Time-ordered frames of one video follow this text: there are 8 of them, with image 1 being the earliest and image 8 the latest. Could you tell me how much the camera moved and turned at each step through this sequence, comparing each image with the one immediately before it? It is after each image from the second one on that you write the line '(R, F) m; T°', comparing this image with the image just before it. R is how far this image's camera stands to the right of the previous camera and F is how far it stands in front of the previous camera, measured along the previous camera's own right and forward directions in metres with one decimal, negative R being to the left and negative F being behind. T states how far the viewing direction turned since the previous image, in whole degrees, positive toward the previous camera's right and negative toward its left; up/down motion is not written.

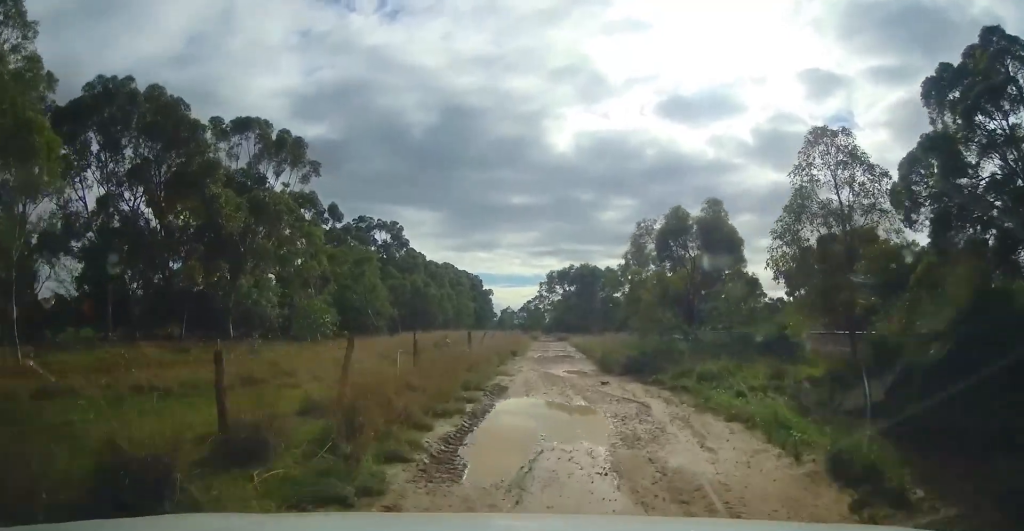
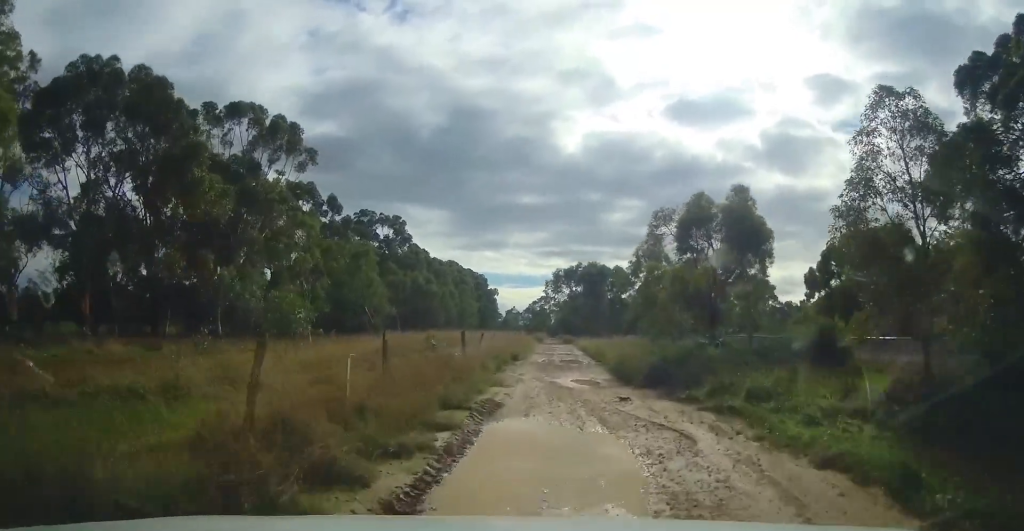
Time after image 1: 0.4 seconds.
(+0.2, +2.9) m; 0°
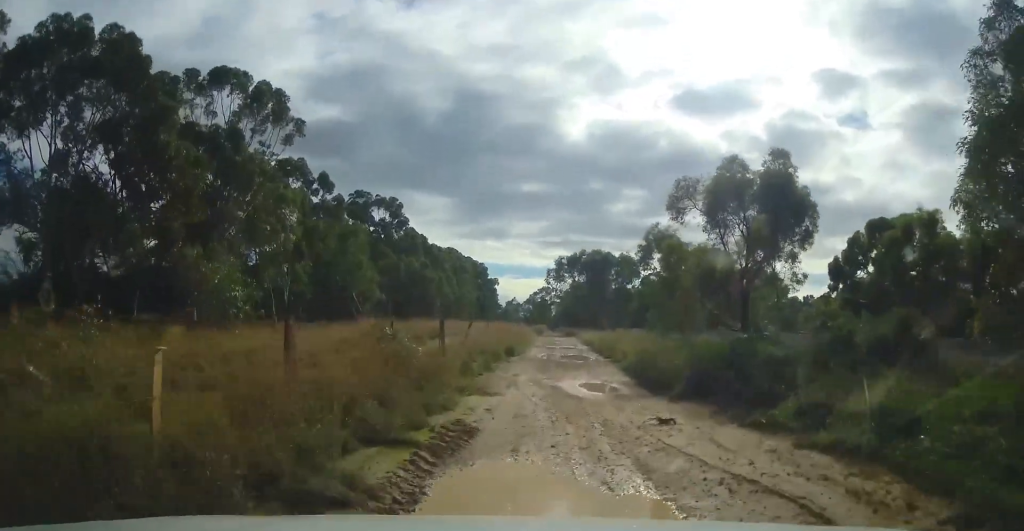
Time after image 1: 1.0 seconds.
(+0.1, +4.1) m; 0°
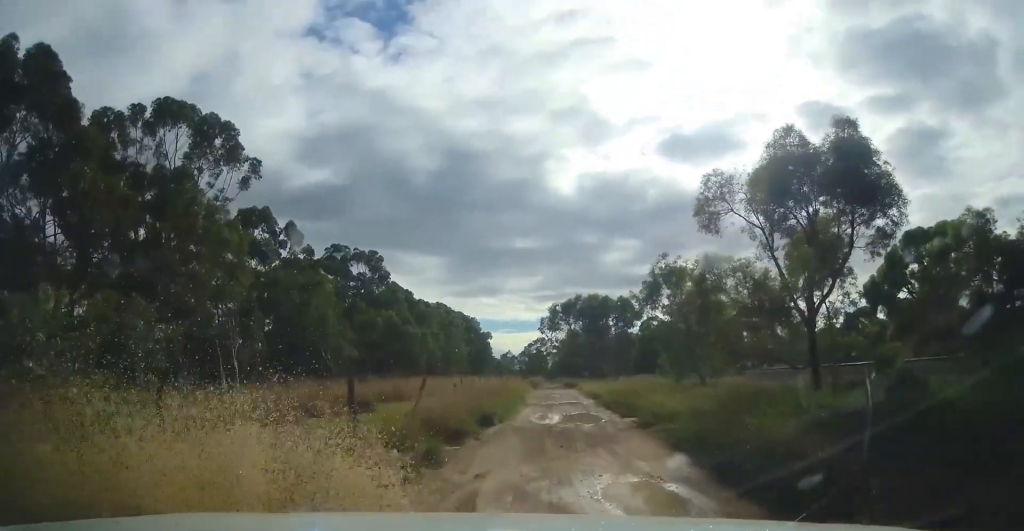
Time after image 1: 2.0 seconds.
(-0.3, +6.8) m; -2°
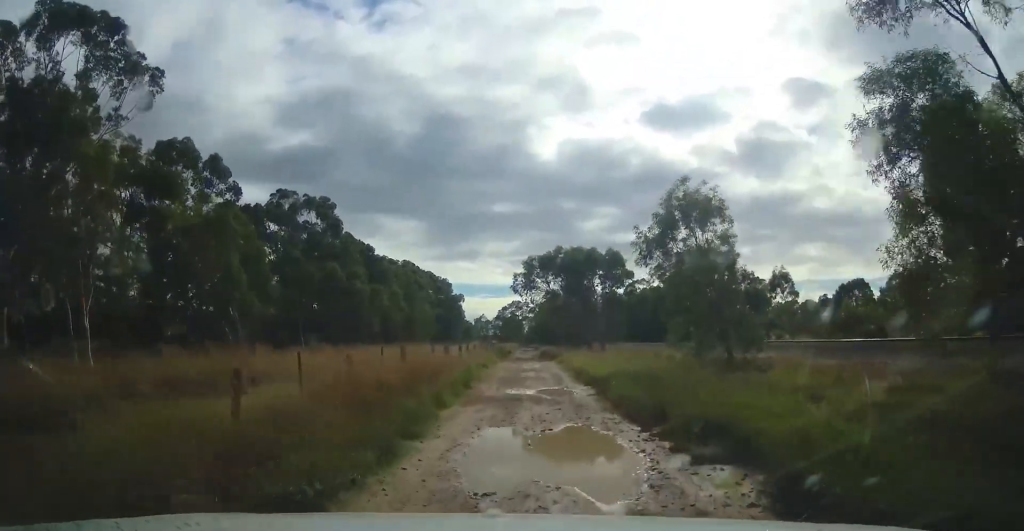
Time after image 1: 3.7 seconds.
(0.0, +11.9) m; -1°
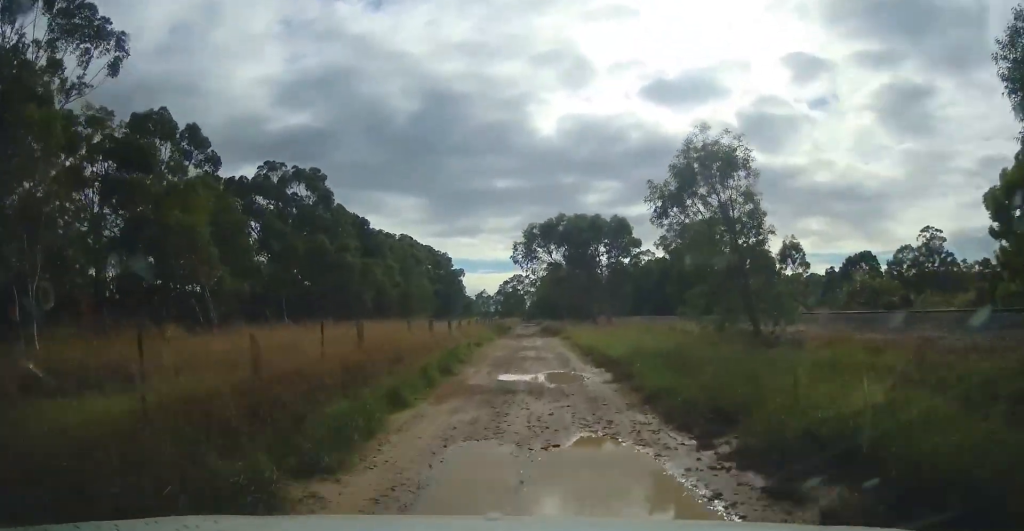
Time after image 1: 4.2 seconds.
(0.0, +3.8) m; -1°
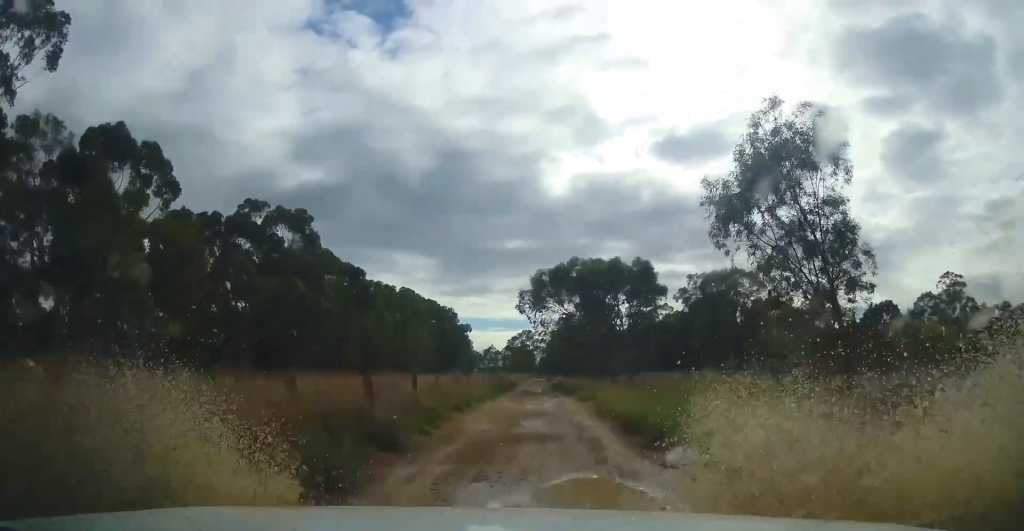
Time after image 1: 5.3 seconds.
(-0.2, +8.2) m; -1°
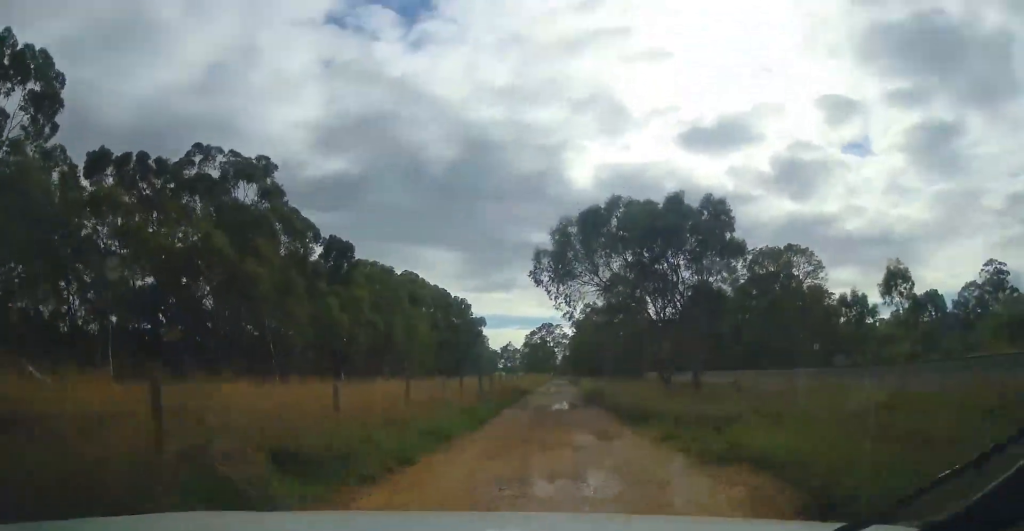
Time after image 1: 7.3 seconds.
(0.0, +15.8) m; 0°
